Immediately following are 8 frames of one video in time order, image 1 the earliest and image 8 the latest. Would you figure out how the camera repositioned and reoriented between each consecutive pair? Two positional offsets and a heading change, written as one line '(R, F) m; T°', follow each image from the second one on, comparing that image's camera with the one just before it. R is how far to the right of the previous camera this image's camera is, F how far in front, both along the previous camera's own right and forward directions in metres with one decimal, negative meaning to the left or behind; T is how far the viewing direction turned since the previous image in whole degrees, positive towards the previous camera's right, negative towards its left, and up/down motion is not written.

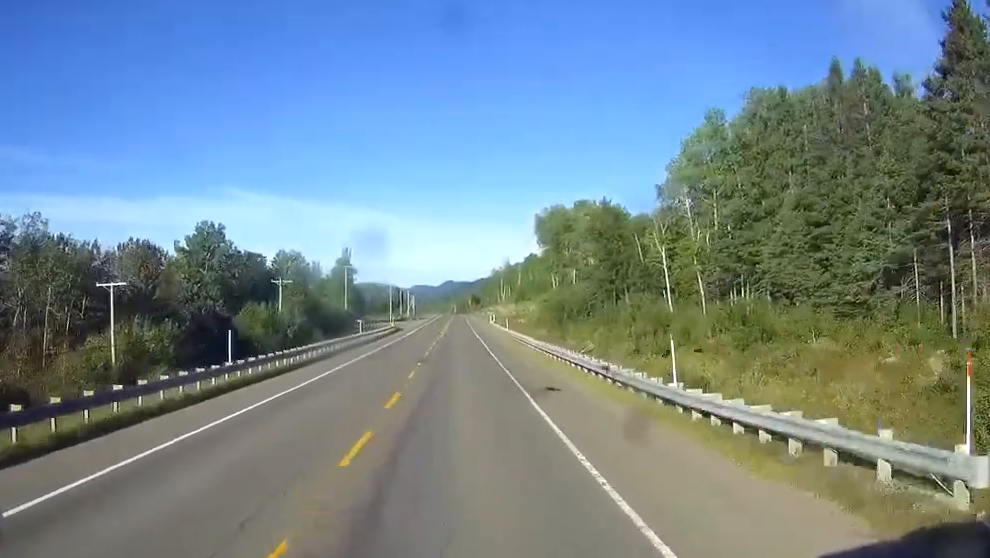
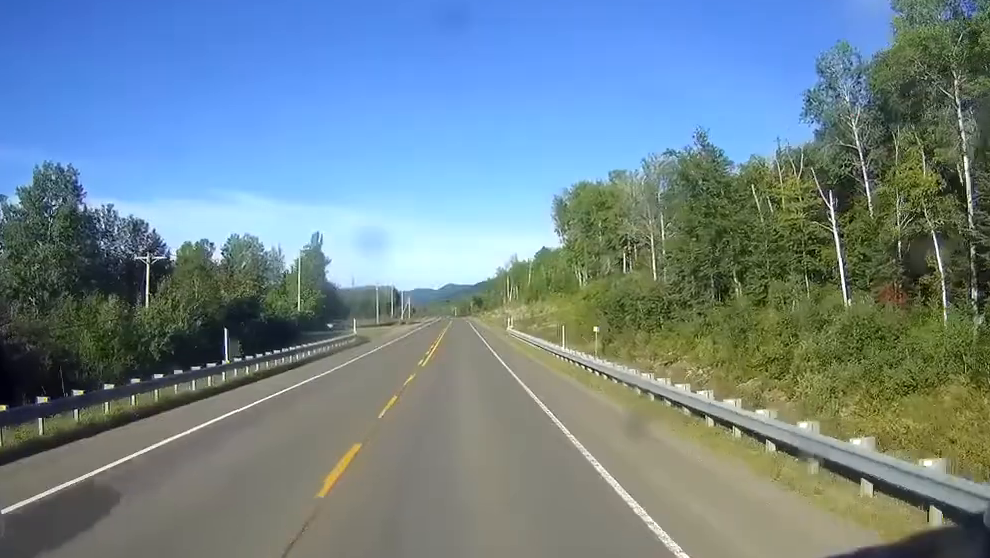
(-0.3, +46.2) m; -1°
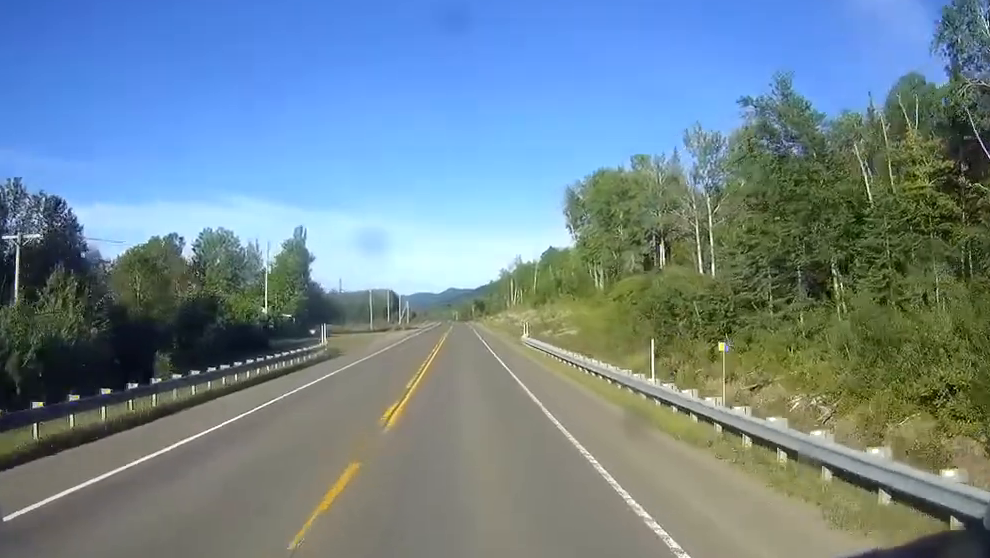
(0.0, +19.4) m; 0°
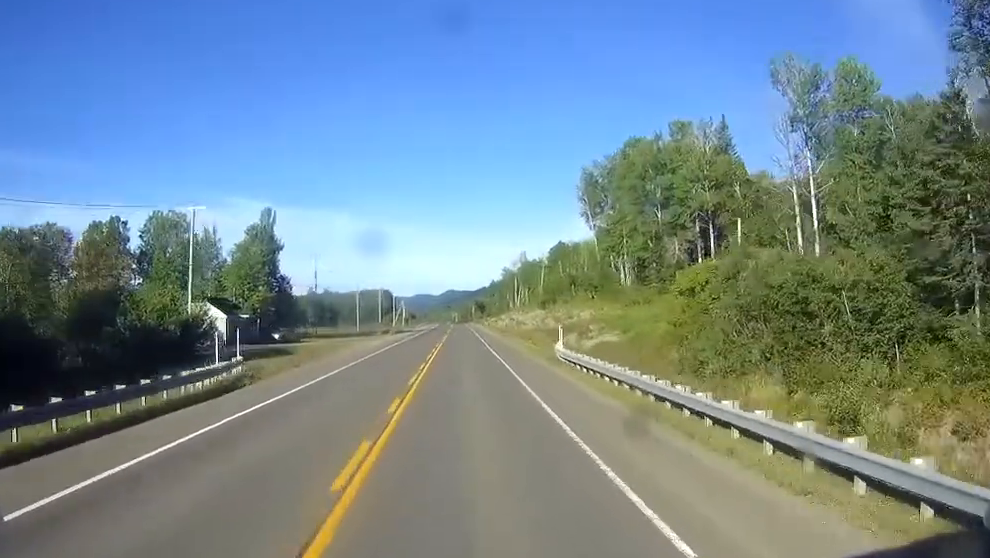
(-0.1, +25.8) m; 0°
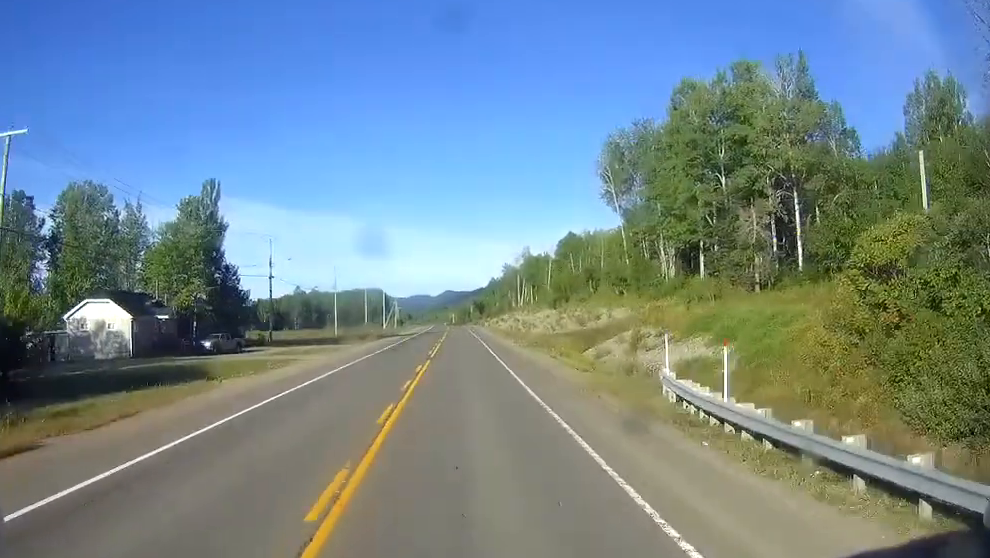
(0.0, +28.6) m; 0°
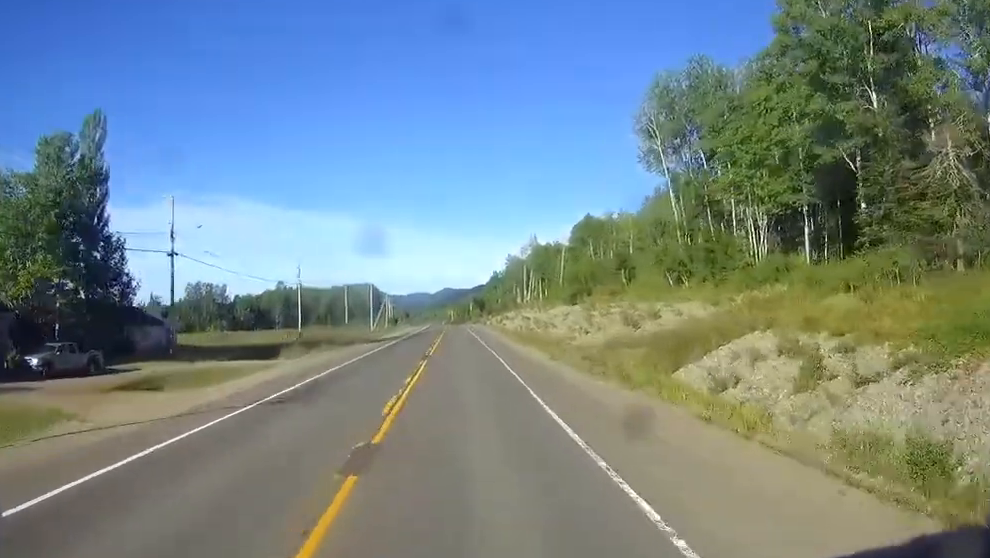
(0.0, +33.2) m; 0°
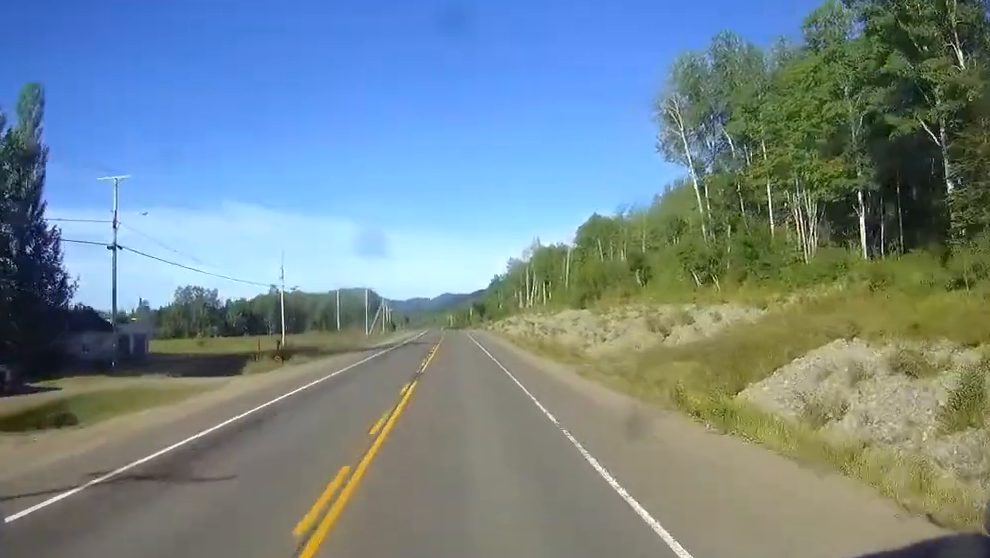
(-0.1, +11.0) m; 0°
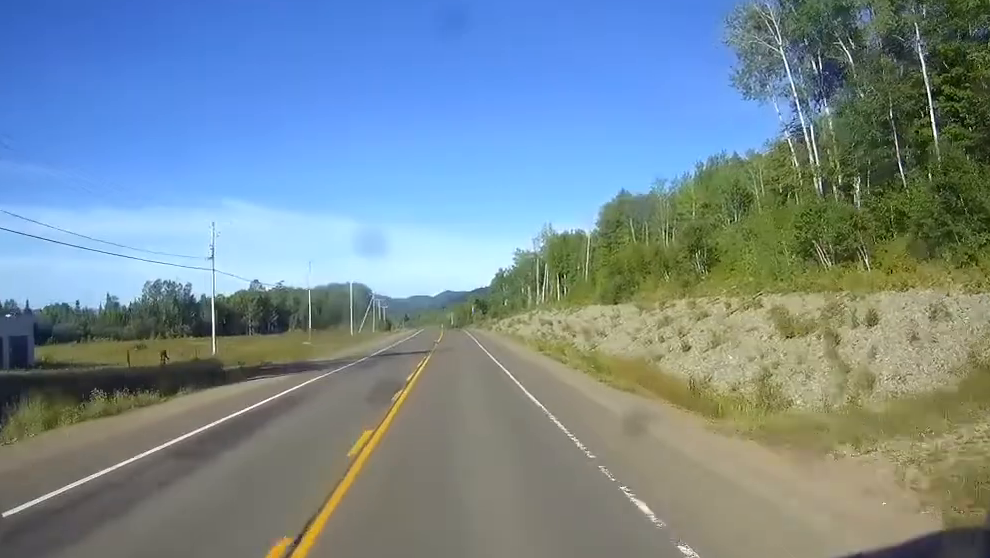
(+0.1, +30.3) m; 0°
